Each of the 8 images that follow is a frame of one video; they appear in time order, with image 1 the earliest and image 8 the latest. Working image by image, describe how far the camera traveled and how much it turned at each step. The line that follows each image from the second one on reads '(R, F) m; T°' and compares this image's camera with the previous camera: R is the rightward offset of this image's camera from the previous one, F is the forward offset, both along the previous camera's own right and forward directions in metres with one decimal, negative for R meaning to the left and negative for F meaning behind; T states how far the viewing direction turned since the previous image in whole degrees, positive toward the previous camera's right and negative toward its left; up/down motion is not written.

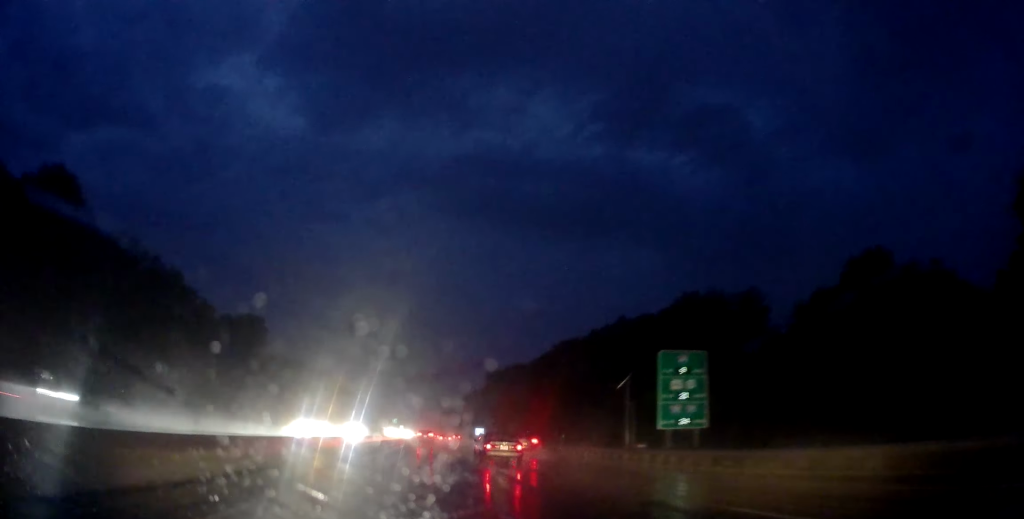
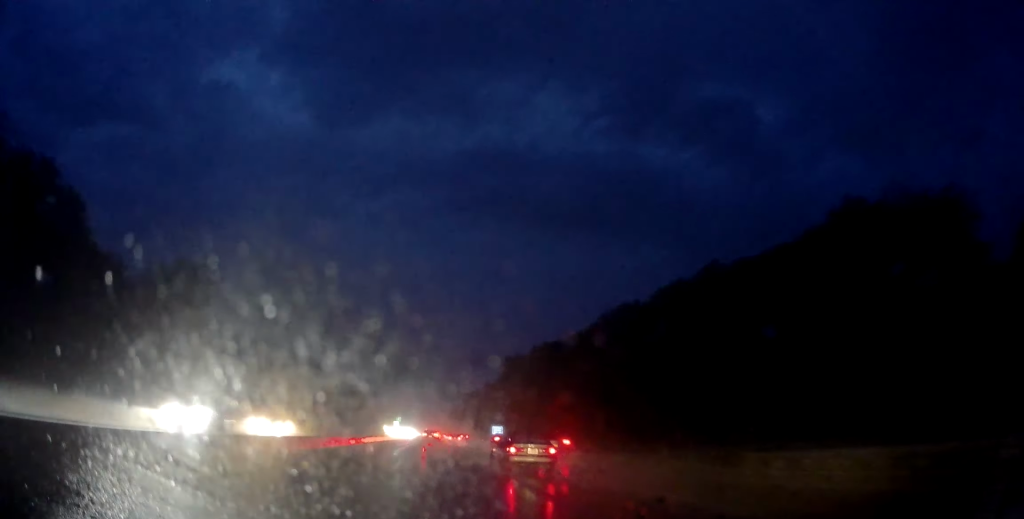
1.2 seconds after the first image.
(+0.2, +32.0) m; 0°
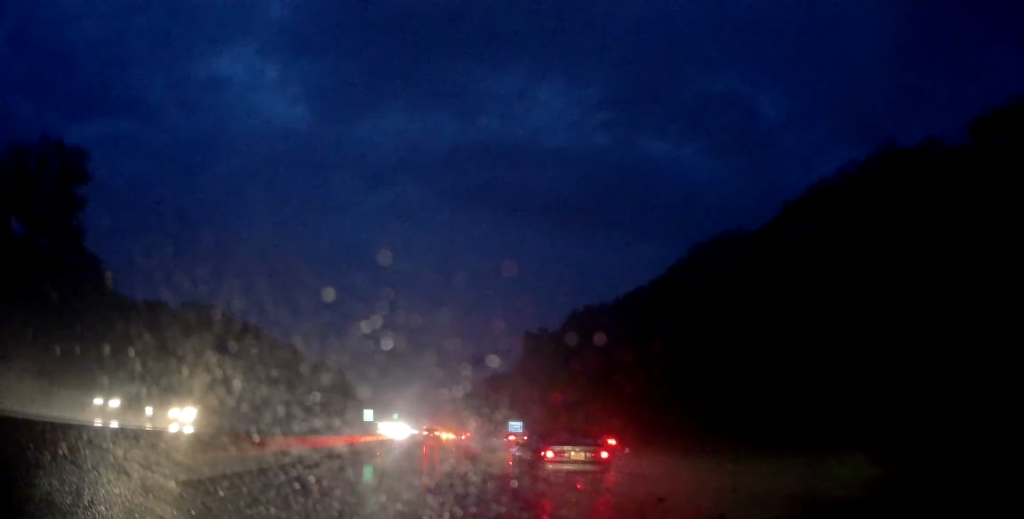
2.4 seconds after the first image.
(-0.2, +31.9) m; -1°
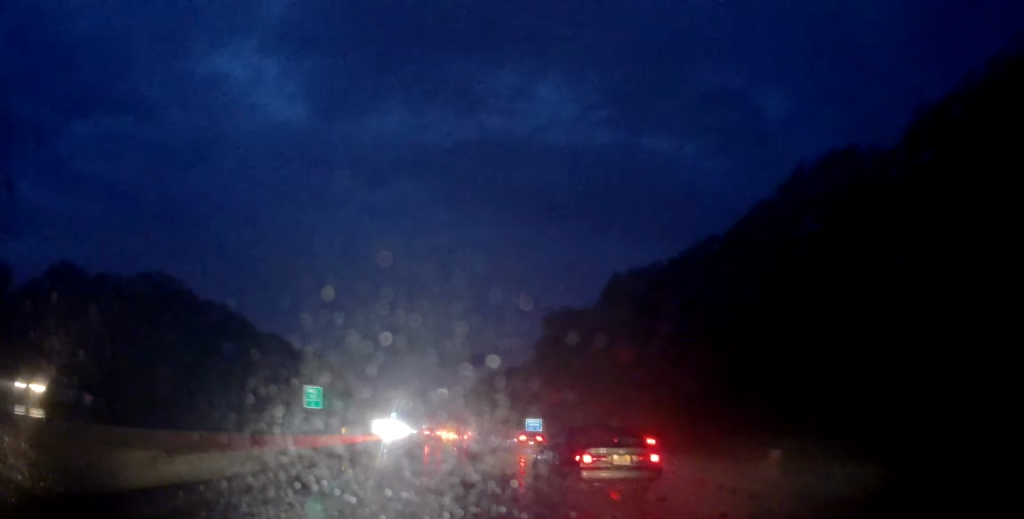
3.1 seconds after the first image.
(-0.3, +19.8) m; +1°
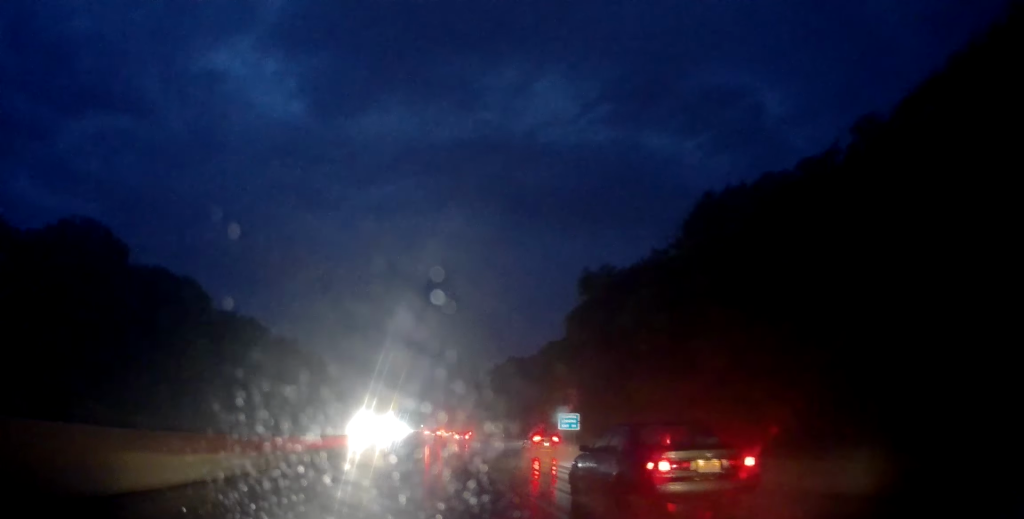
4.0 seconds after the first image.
(+0.4, +24.4) m; 0°
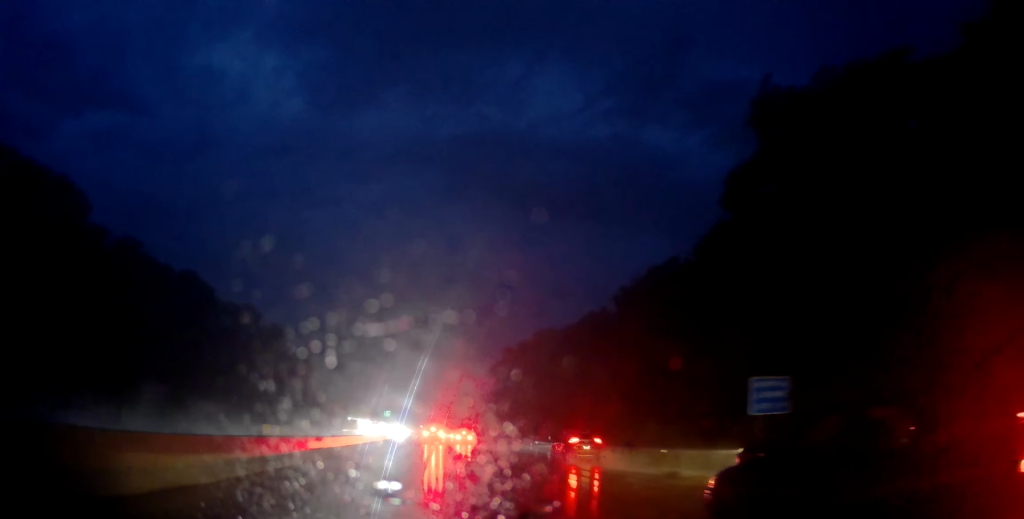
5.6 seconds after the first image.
(-0.4, +43.1) m; 0°
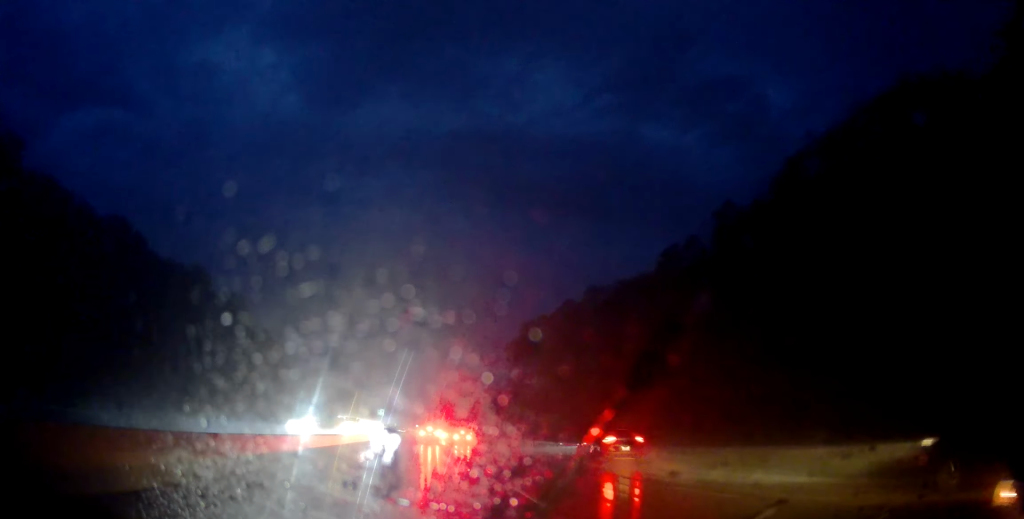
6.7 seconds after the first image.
(+0.7, +28.6) m; 0°
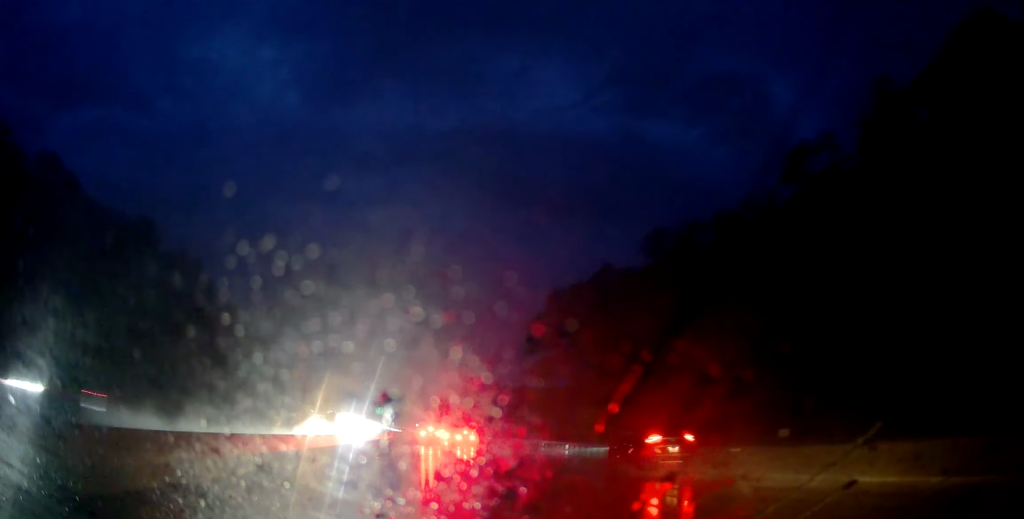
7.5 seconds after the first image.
(-0.7, +21.5) m; -1°
